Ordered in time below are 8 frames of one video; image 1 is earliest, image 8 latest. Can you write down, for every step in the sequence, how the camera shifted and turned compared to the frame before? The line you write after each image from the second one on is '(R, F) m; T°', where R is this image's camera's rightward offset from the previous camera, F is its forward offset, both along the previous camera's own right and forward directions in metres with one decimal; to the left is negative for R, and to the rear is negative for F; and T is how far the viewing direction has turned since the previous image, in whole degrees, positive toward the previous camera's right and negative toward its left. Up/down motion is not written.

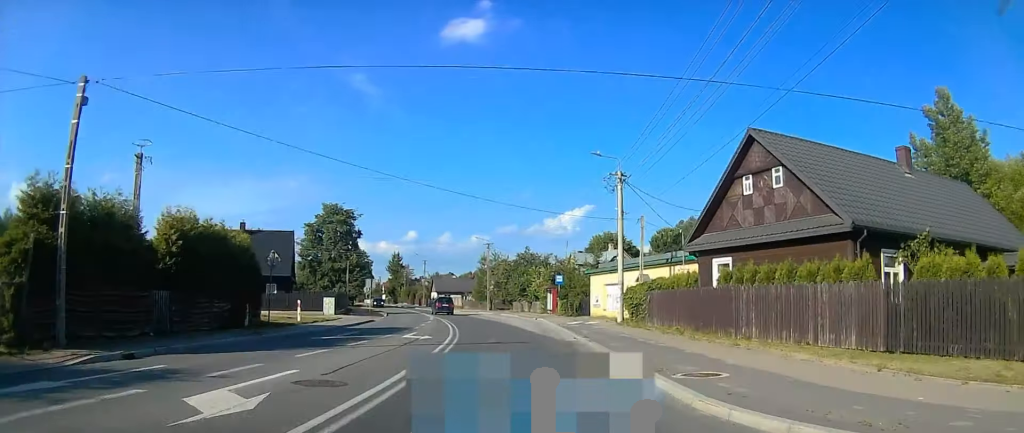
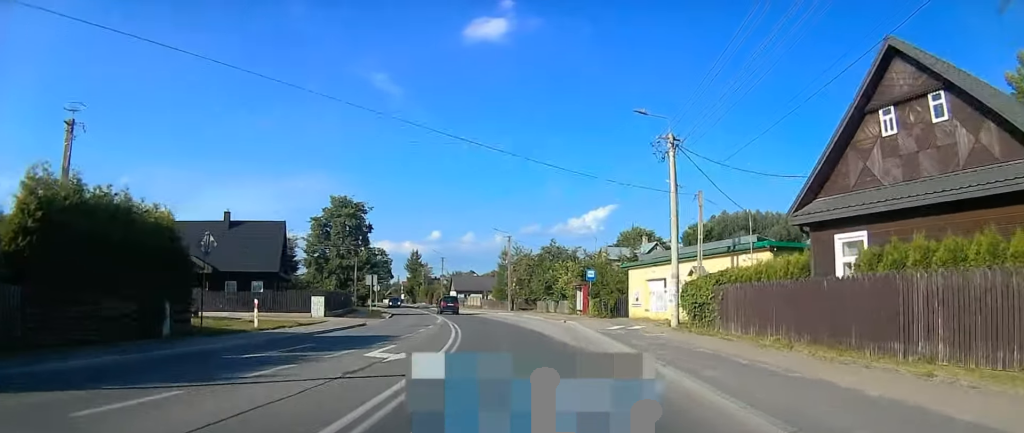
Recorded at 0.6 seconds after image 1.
(-0.1, +8.0) m; -2°
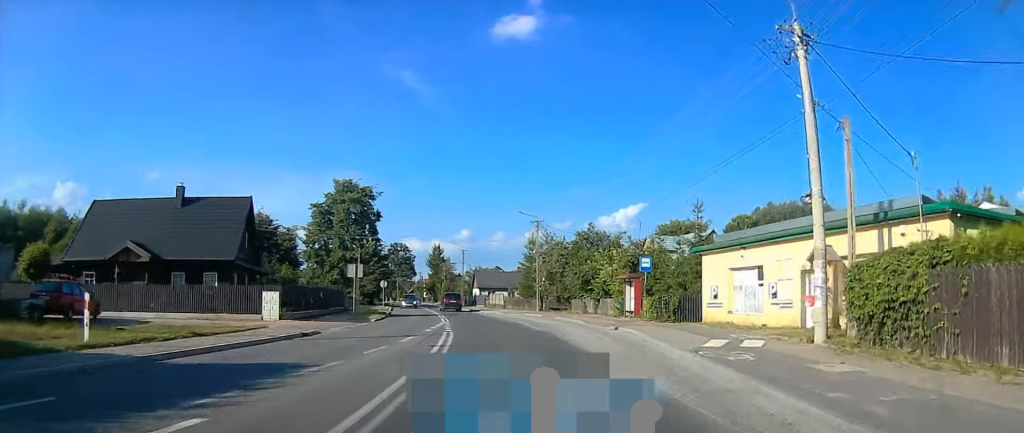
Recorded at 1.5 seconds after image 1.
(-0.4, +12.2) m; -4°
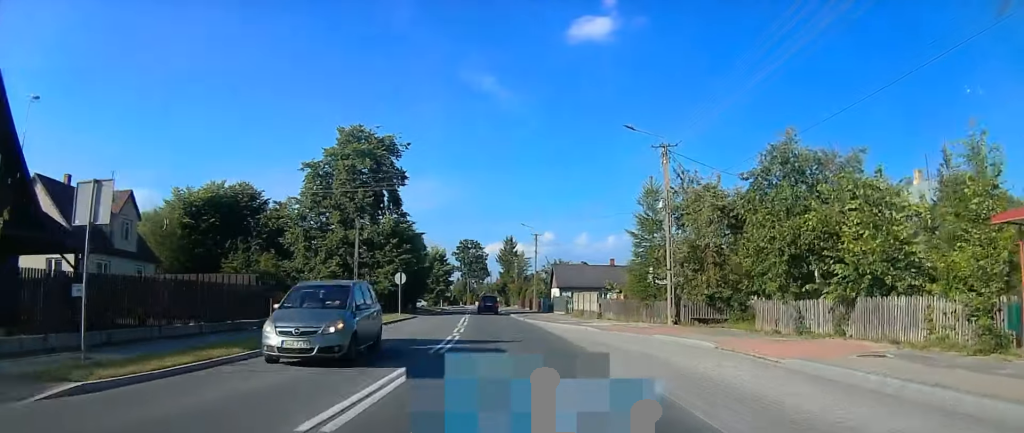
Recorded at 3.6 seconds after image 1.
(-2.5, +28.0) m; -8°
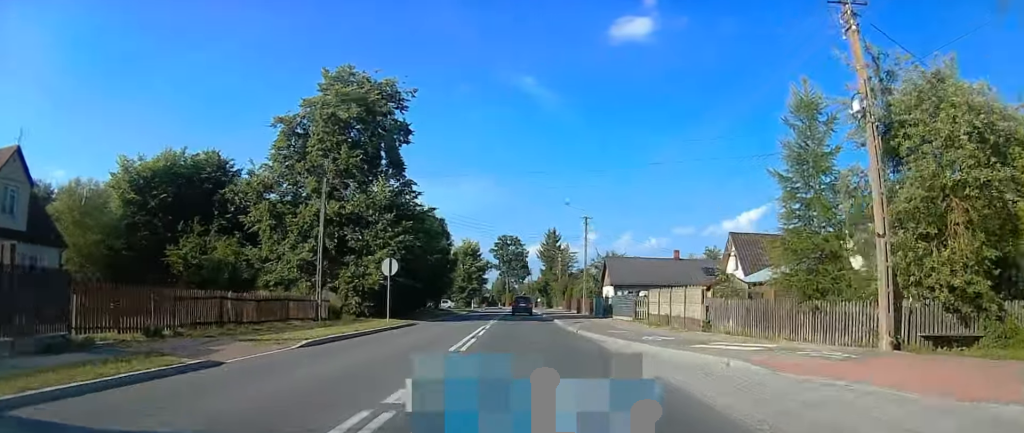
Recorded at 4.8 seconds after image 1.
(-0.2, +15.4) m; -2°
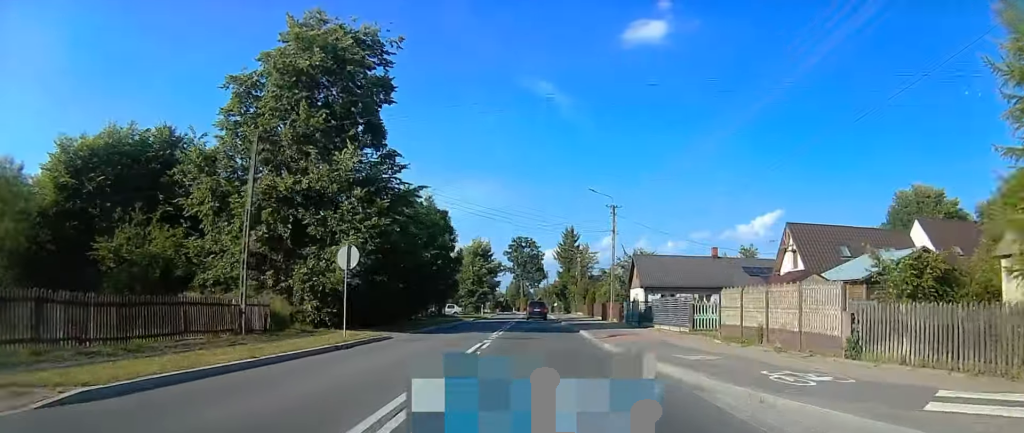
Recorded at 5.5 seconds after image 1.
(-0.1, +9.0) m; -2°
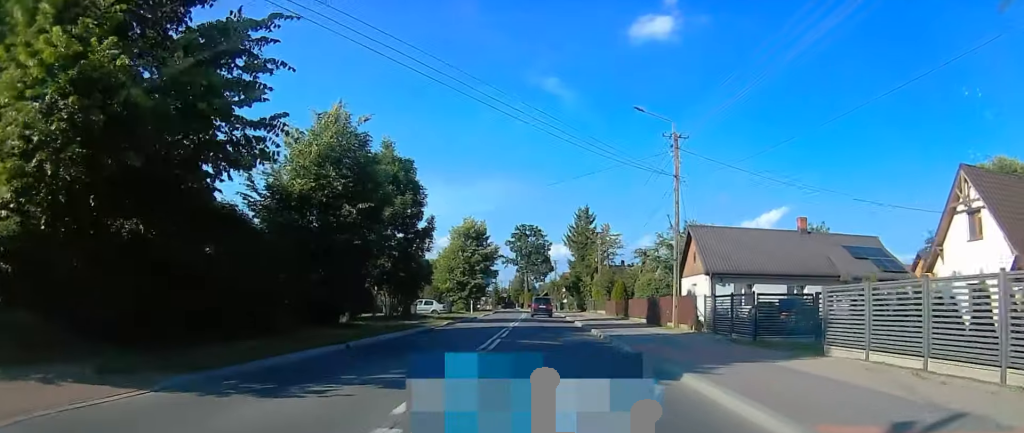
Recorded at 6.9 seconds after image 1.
(-0.7, +19.6) m; -3°
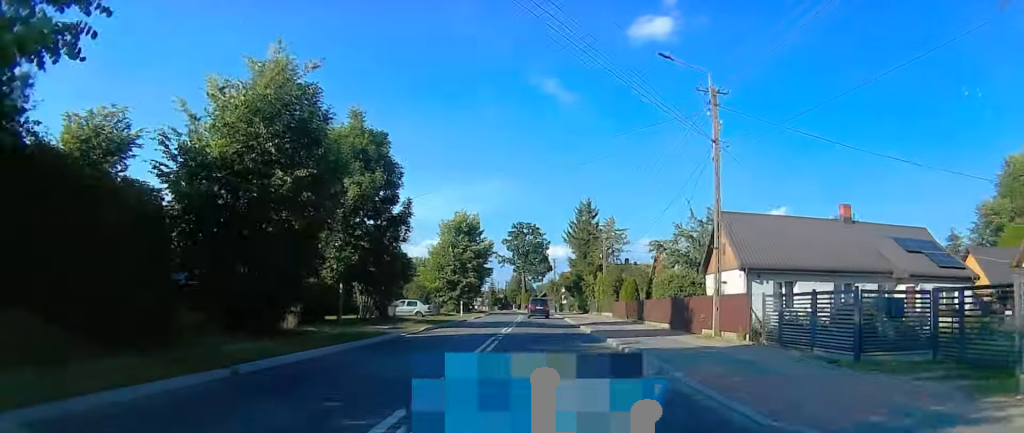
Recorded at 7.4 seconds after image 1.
(0.0, +6.8) m; -1°
